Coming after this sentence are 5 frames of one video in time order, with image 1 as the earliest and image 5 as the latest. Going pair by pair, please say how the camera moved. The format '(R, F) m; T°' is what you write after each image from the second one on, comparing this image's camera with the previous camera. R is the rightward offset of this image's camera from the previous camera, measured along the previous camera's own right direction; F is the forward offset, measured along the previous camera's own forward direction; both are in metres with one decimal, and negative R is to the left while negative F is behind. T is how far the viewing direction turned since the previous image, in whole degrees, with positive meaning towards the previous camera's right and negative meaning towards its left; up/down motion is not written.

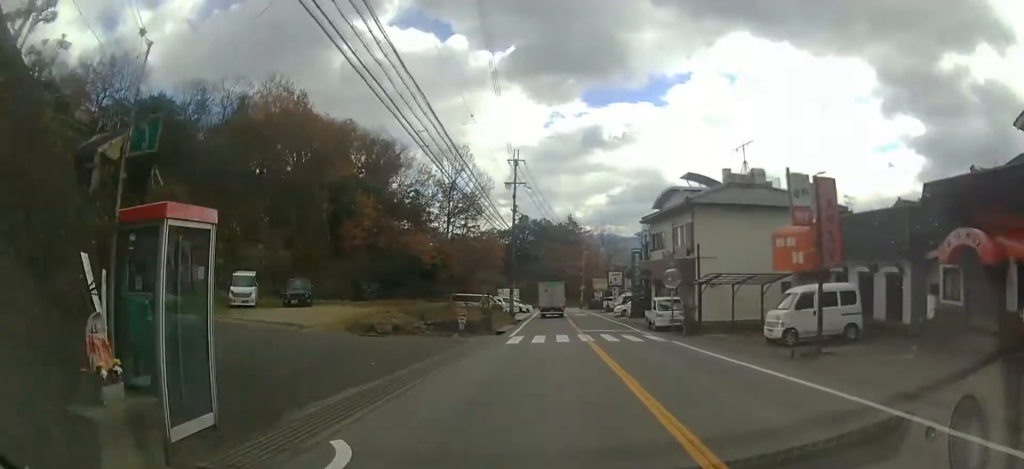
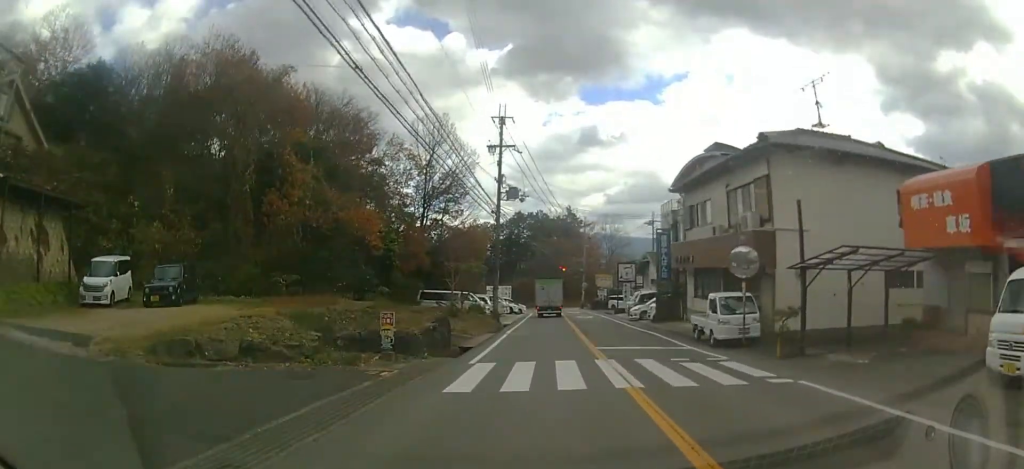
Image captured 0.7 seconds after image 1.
(0.0, +10.0) m; 0°
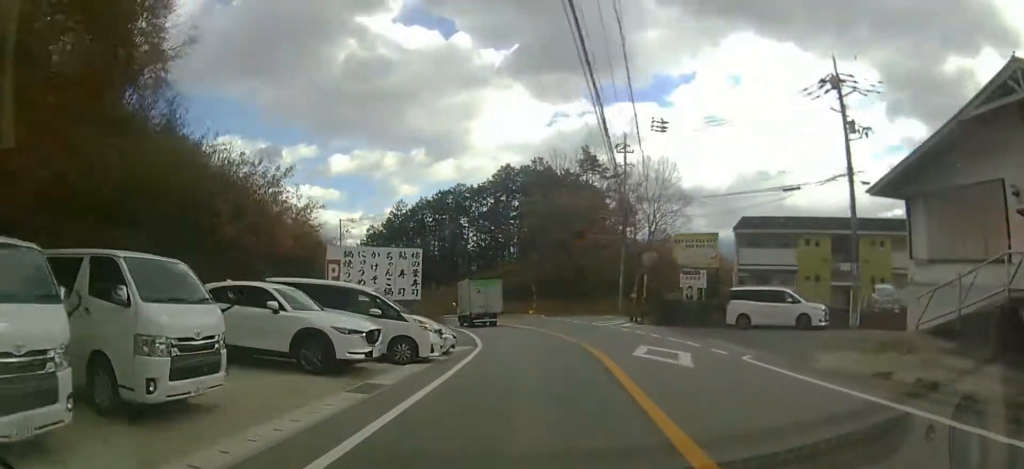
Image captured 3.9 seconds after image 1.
(-1.1, +46.3) m; -2°
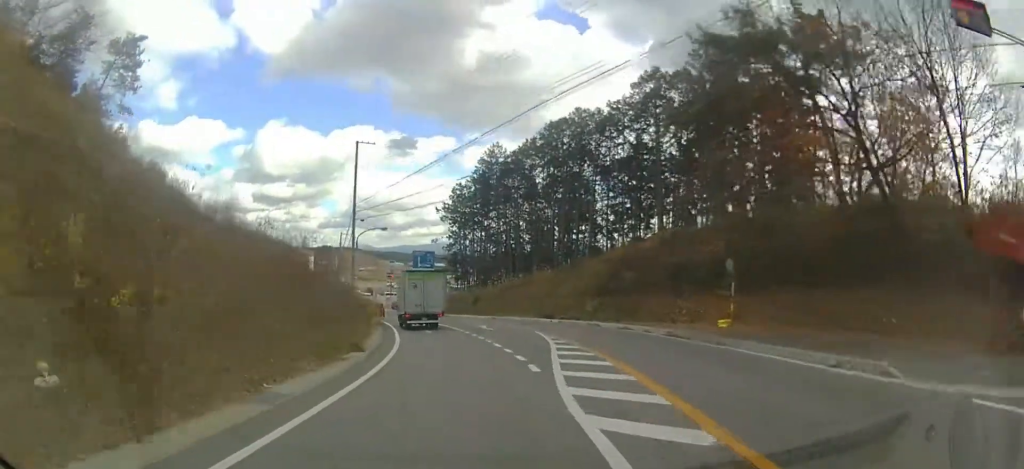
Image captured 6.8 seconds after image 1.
(-2.3, +36.9) m; -12°
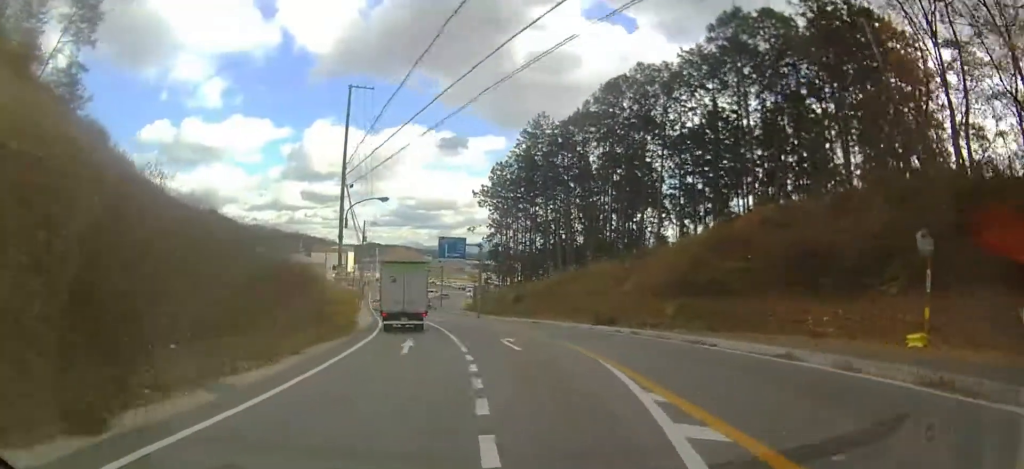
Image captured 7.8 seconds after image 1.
(-0.4, +11.3) m; -5°
